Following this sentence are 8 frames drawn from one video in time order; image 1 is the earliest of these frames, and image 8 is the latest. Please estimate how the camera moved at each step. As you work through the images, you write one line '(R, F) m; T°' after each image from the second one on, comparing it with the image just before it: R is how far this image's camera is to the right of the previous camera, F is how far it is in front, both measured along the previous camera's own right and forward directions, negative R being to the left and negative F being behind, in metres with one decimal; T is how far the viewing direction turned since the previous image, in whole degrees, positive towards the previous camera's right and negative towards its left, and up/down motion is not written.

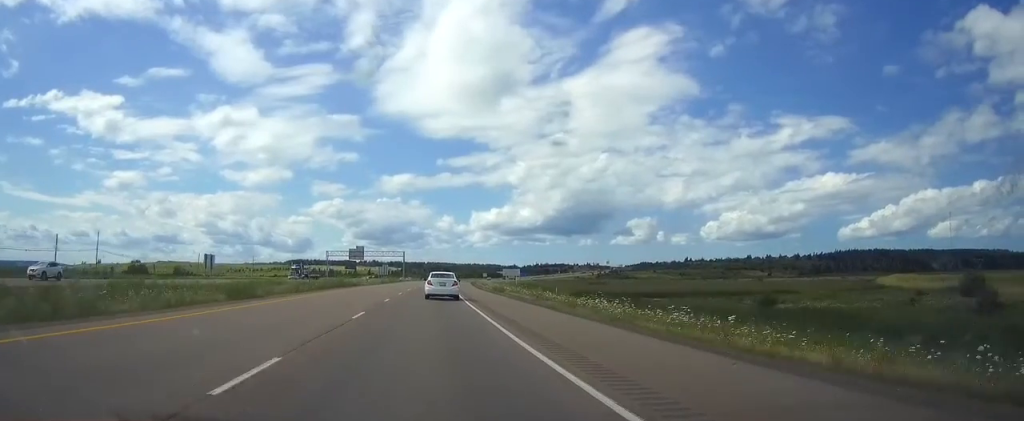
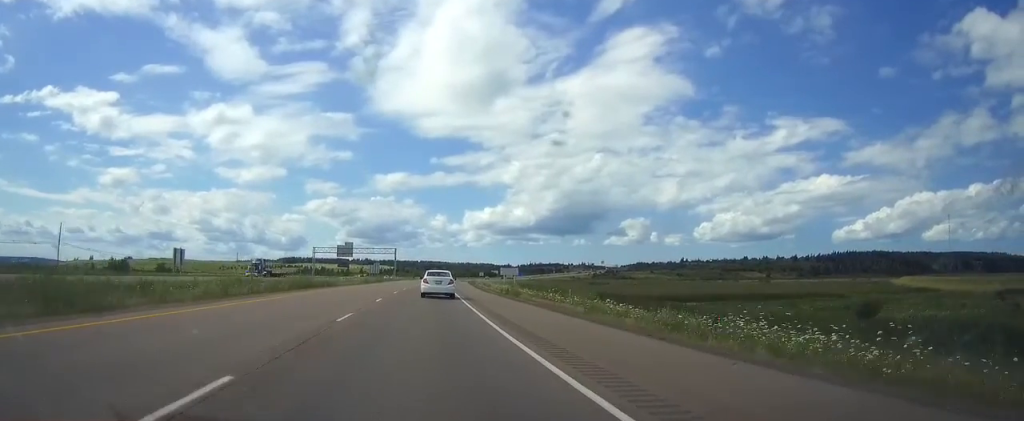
(+0.1, +14.1) m; +1°
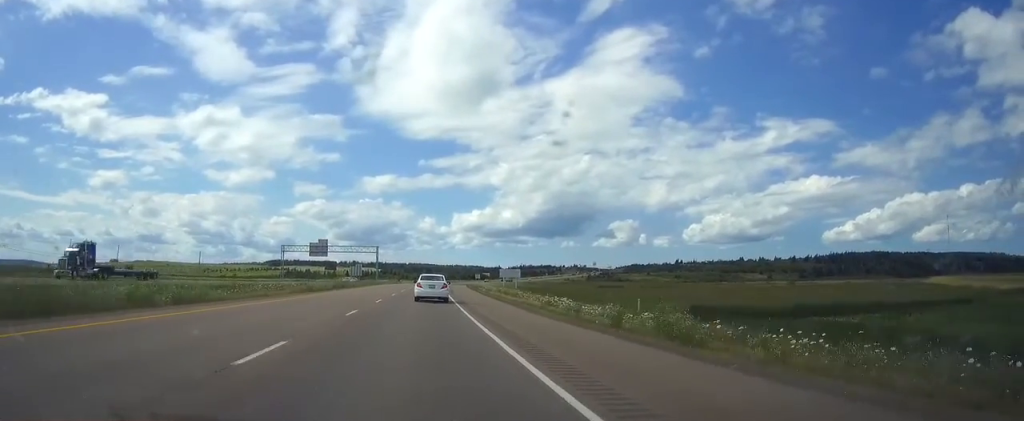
(+0.3, +31.8) m; +1°
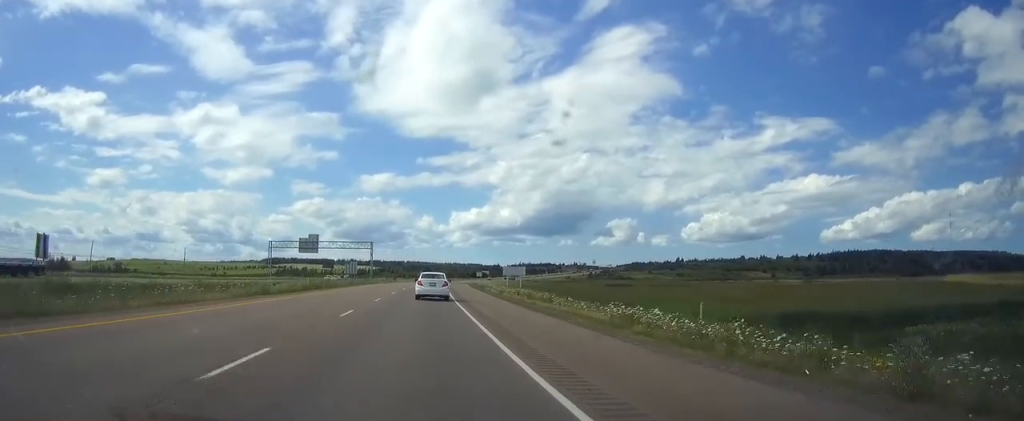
(0.0, +13.1) m; 0°
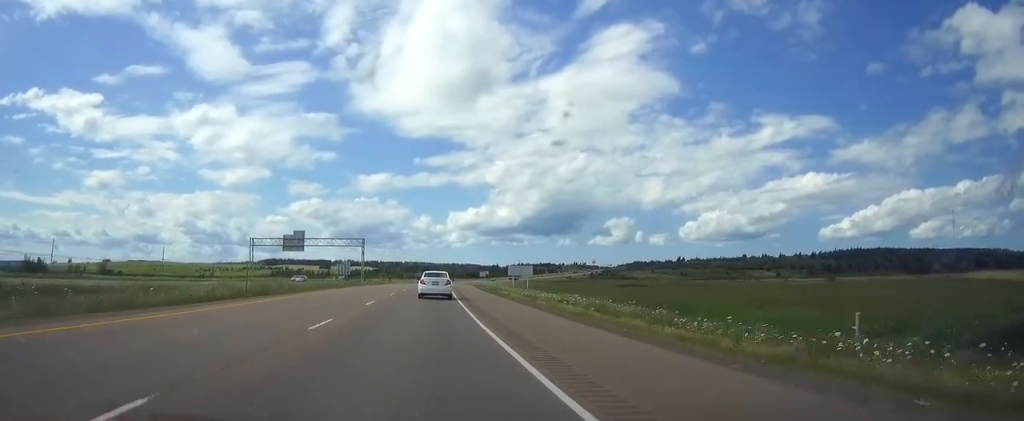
(0.0, +16.8) m; 0°
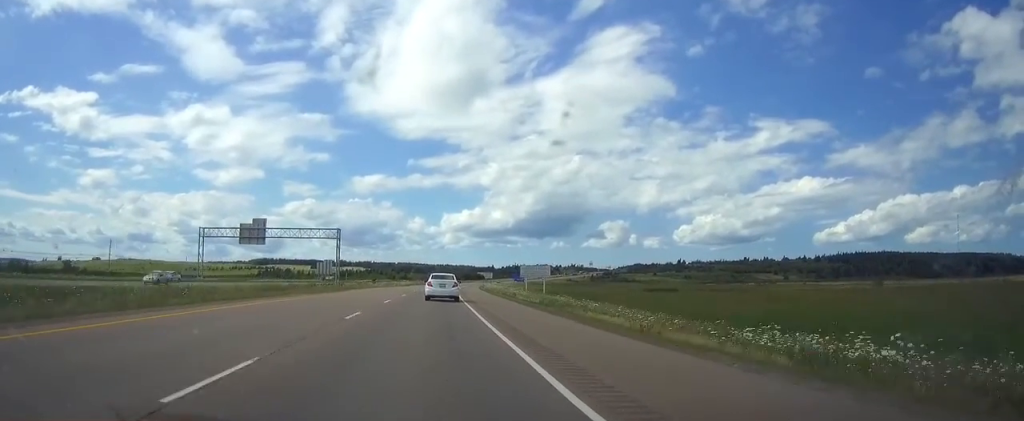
(+0.2, +32.4) m; +1°
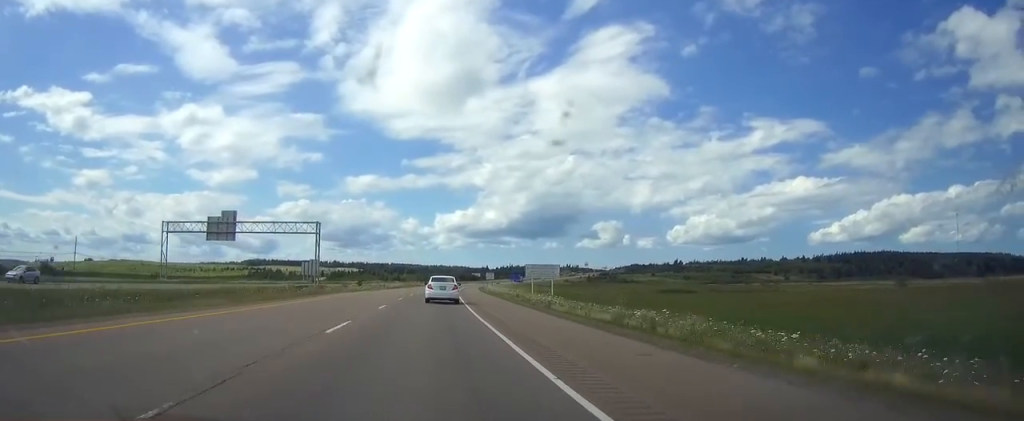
(0.0, +15.7) m; 0°
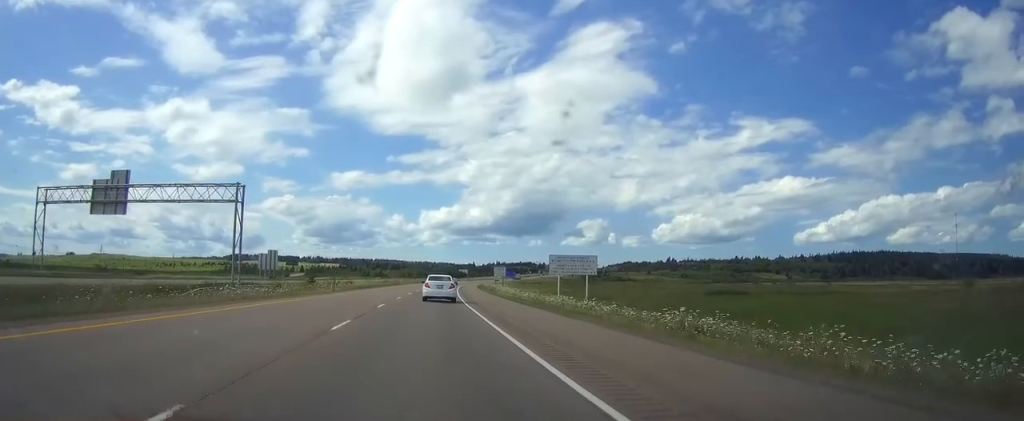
(+0.4, +36.7) m; +1°
